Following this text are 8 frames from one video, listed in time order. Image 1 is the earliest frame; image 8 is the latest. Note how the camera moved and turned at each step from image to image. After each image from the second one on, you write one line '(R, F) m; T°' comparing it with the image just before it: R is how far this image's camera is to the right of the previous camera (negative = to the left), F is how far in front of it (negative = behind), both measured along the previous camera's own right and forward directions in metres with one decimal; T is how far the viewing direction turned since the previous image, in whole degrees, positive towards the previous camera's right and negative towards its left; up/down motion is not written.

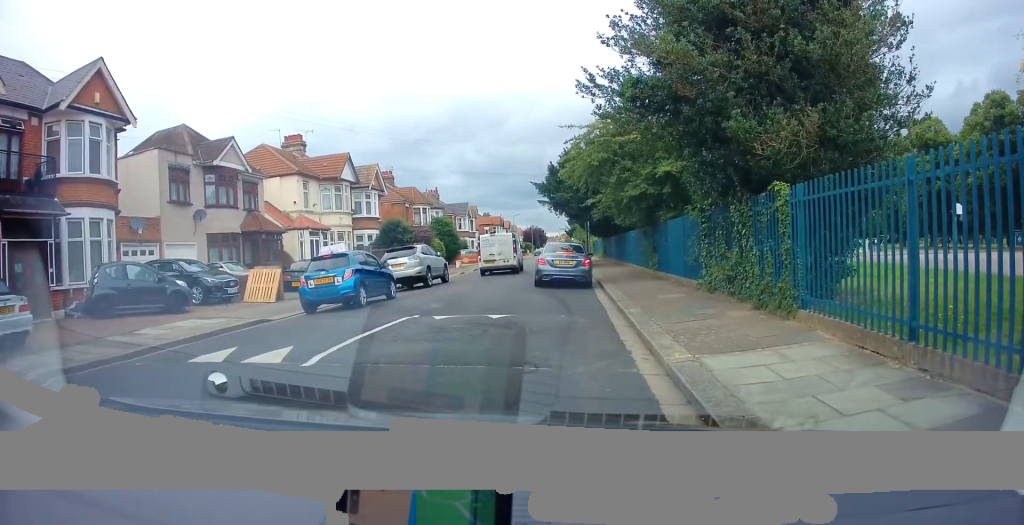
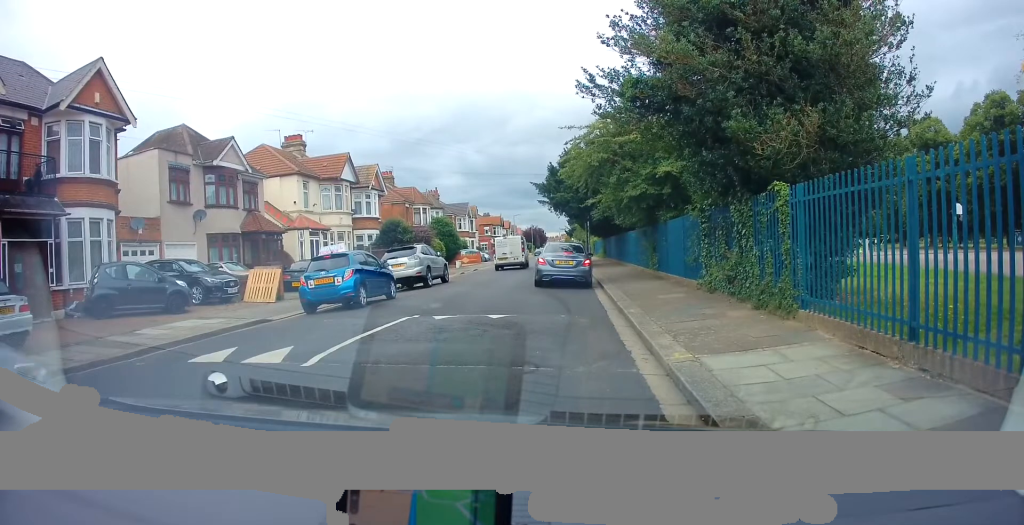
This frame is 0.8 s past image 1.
(0.0, 0.0) m; 0°
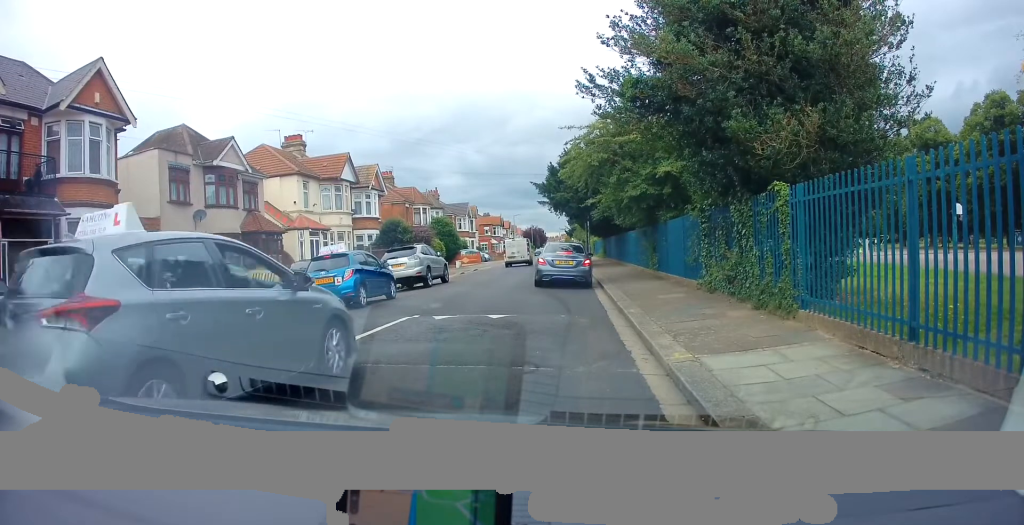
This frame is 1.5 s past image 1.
(0.0, 0.0) m; 0°
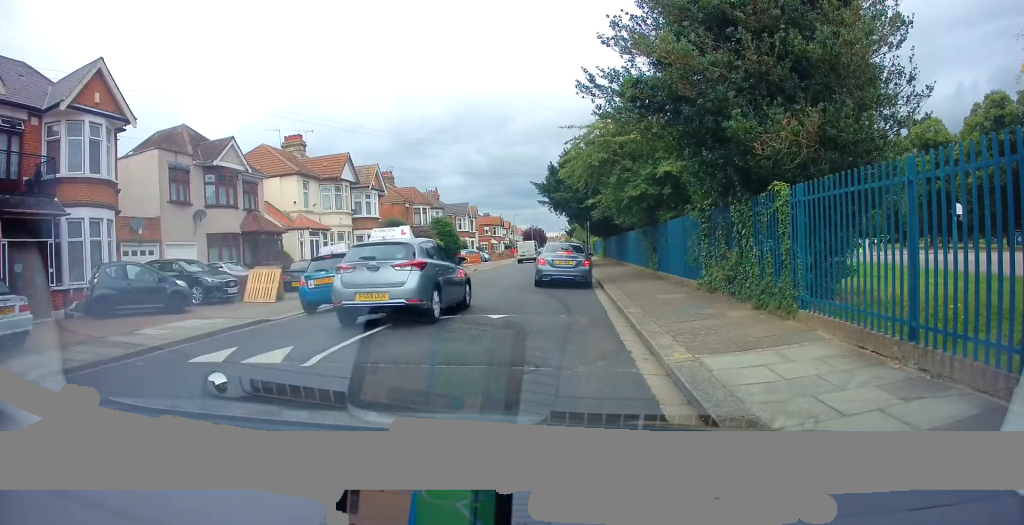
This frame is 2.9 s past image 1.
(0.0, 0.0) m; 0°
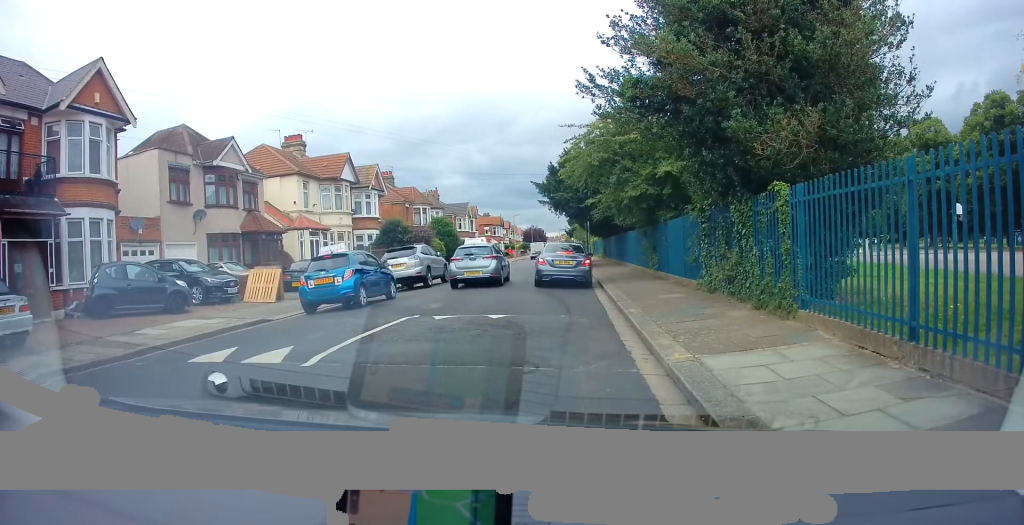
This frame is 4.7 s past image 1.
(0.0, 0.0) m; 0°
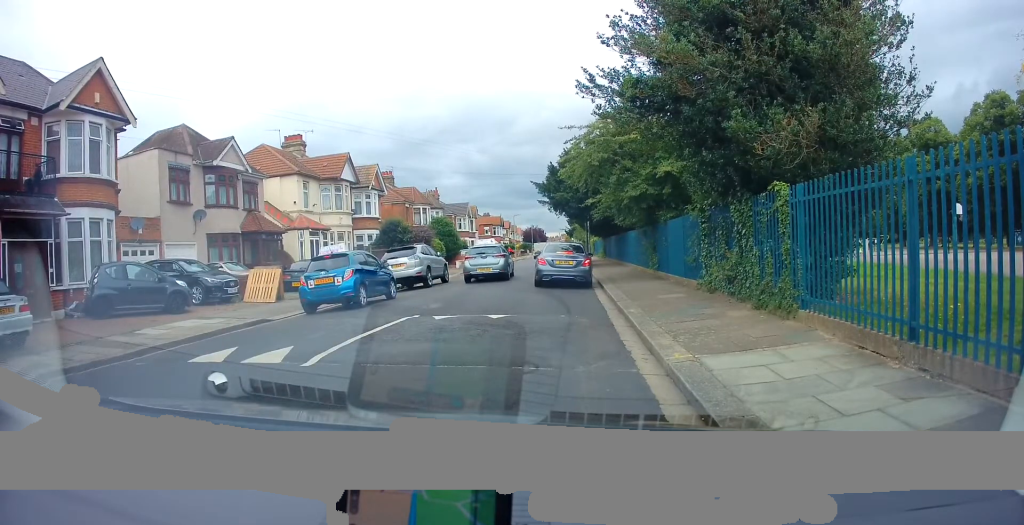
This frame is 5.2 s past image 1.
(0.0, 0.0) m; 0°
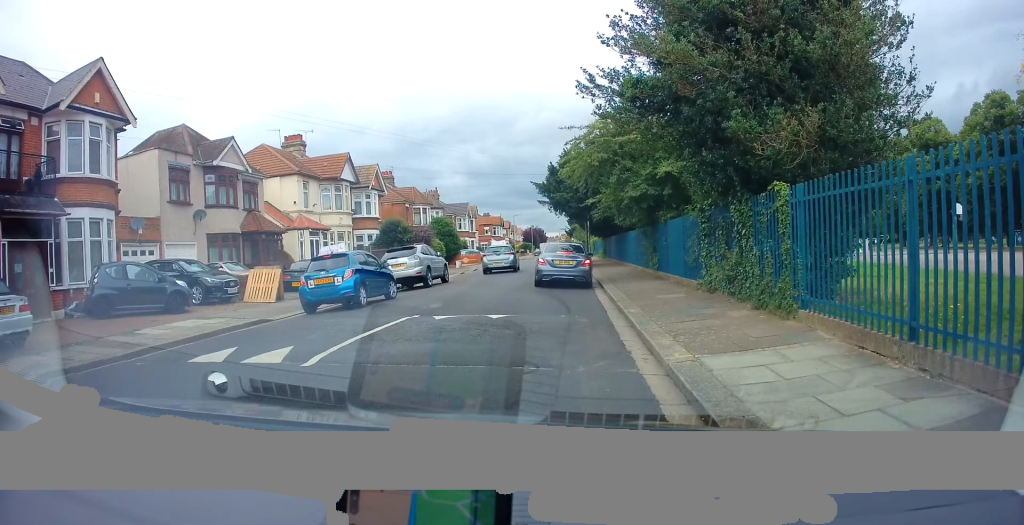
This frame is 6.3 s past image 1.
(0.0, 0.0) m; 0°
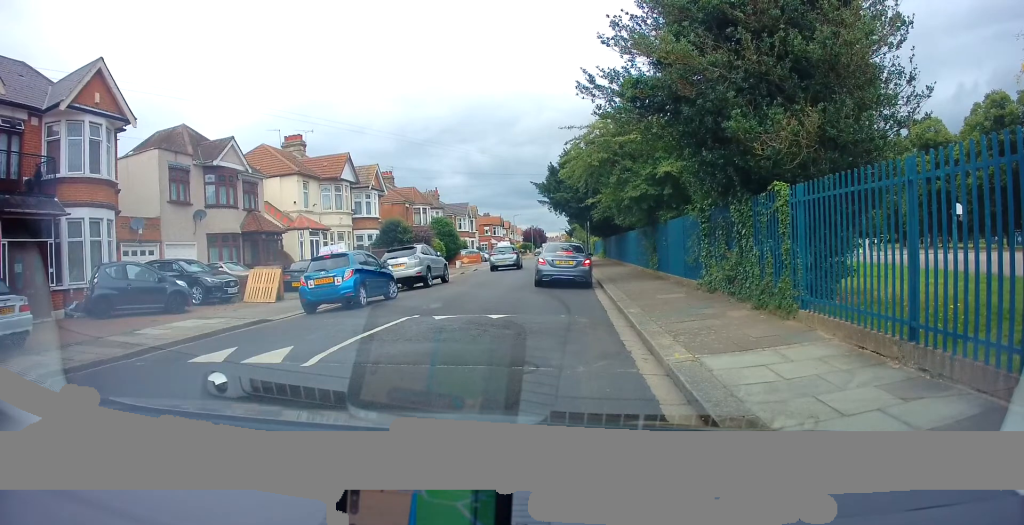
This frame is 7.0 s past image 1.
(0.0, 0.0) m; 0°
